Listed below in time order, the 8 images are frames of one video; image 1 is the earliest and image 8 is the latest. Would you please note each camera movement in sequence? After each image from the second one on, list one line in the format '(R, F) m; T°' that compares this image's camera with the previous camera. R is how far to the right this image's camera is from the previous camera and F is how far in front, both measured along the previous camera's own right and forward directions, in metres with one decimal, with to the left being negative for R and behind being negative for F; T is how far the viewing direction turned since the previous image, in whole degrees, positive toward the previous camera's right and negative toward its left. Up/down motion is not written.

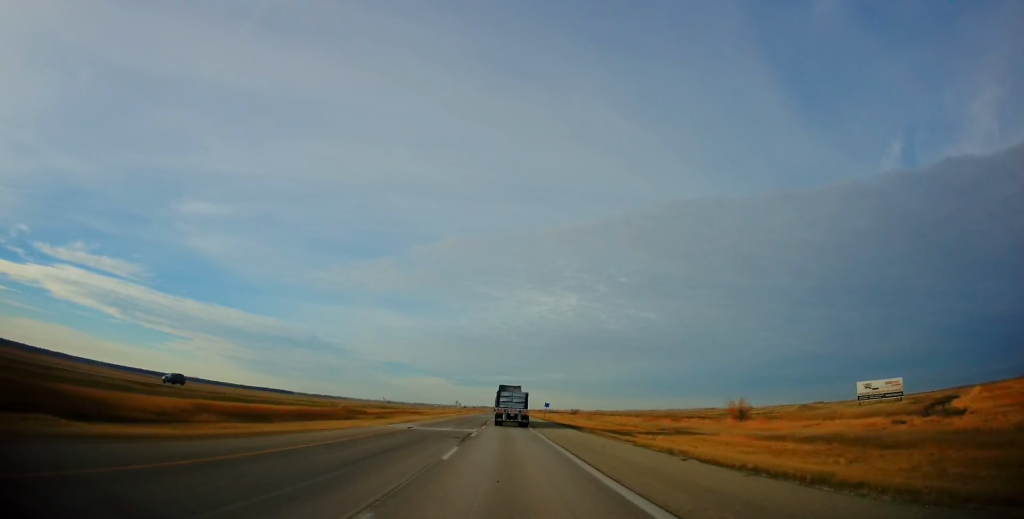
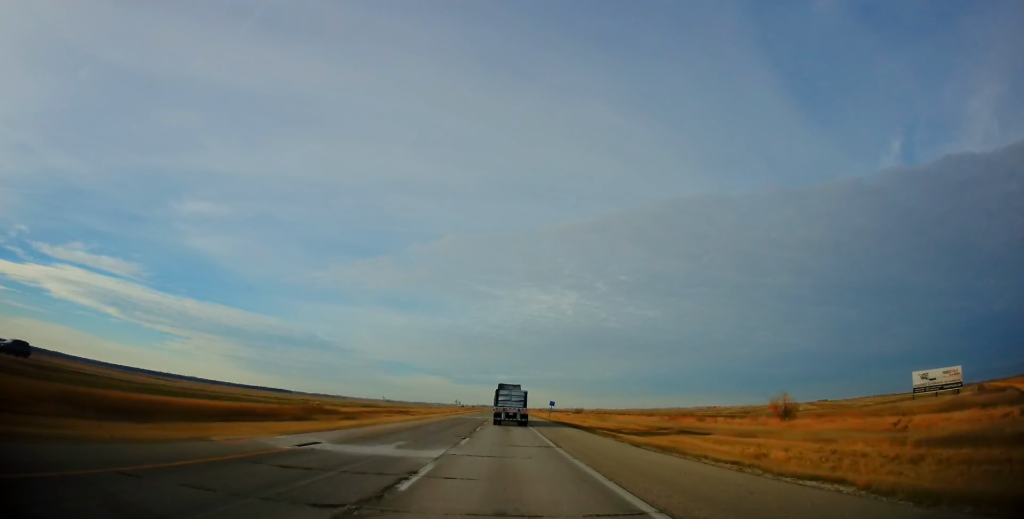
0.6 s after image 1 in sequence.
(-0.3, +17.7) m; 0°
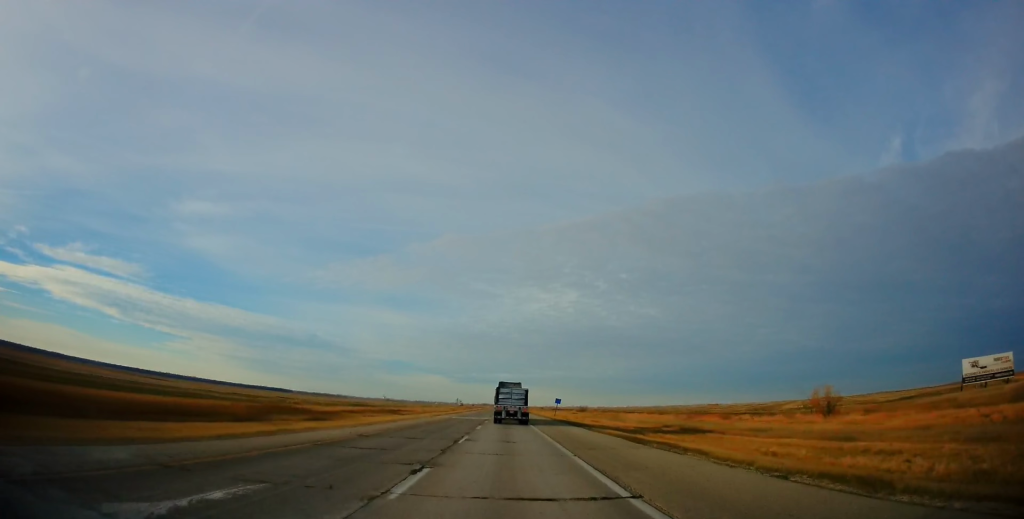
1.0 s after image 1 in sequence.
(-0.2, +12.8) m; 0°
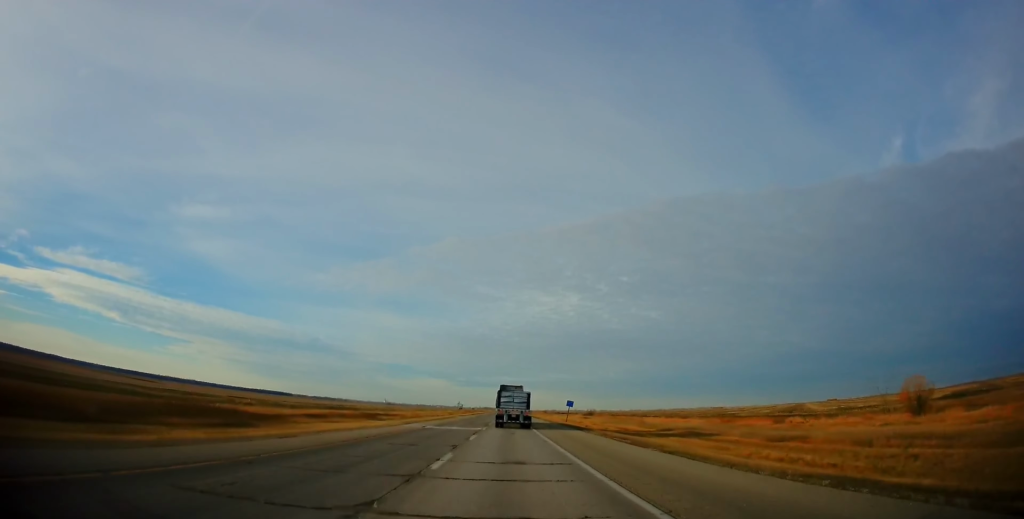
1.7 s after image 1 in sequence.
(+0.4, +19.7) m; 0°
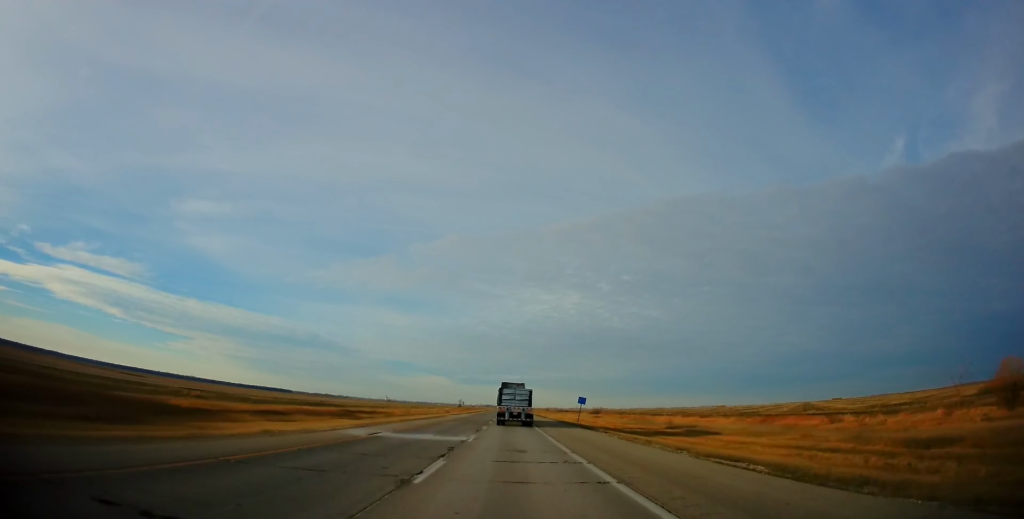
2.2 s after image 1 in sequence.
(+0.1, +14.9) m; 0°
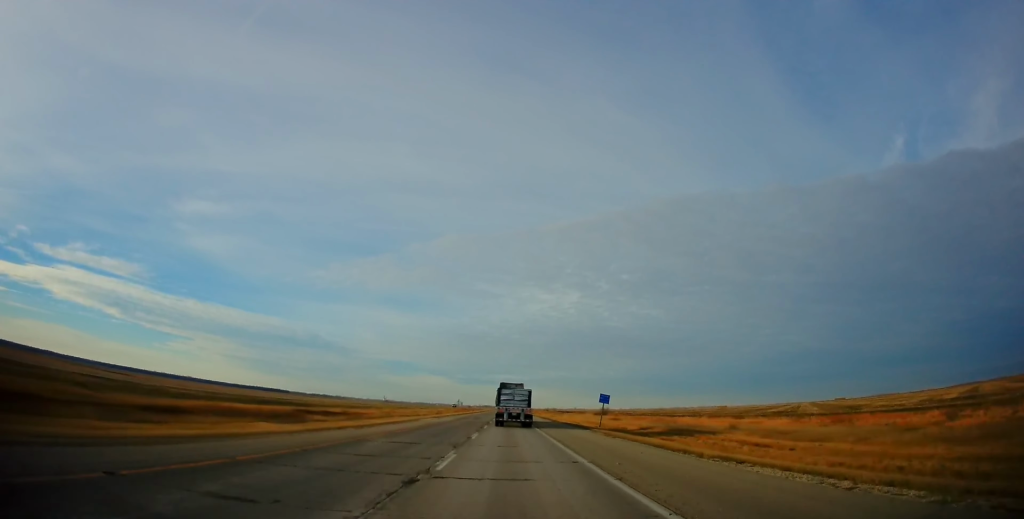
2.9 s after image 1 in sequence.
(-0.3, +21.9) m; 0°
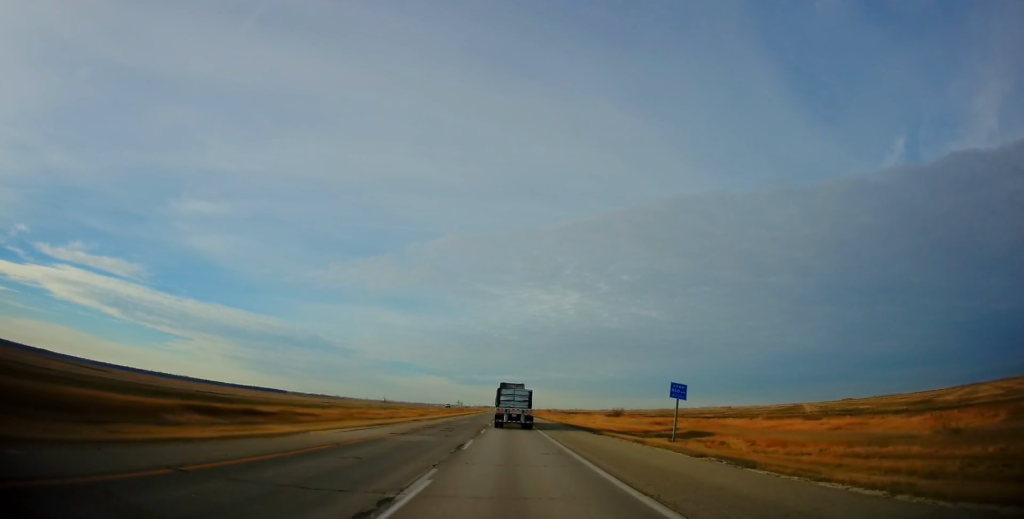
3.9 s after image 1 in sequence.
(+0.3, +29.4) m; 0°
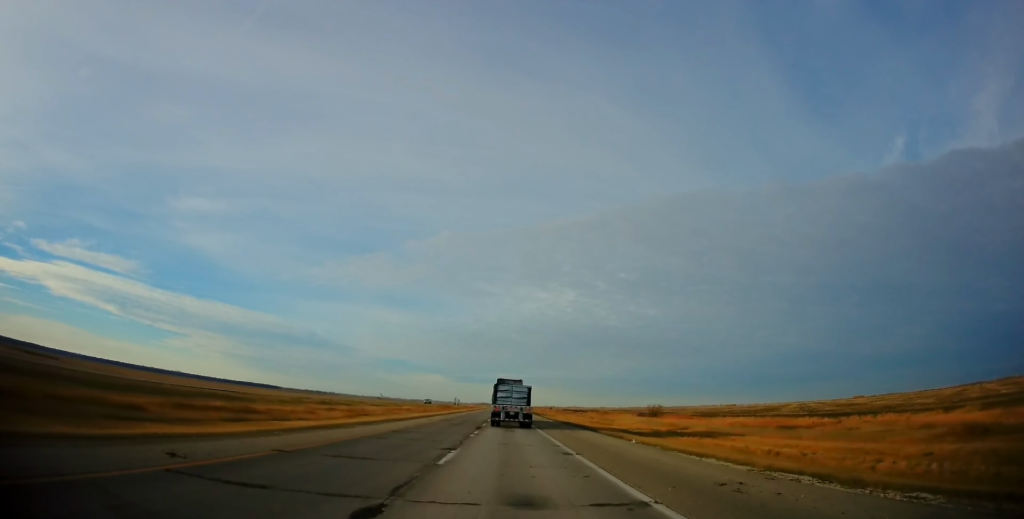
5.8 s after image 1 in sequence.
(-0.3, +55.1) m; 0°
